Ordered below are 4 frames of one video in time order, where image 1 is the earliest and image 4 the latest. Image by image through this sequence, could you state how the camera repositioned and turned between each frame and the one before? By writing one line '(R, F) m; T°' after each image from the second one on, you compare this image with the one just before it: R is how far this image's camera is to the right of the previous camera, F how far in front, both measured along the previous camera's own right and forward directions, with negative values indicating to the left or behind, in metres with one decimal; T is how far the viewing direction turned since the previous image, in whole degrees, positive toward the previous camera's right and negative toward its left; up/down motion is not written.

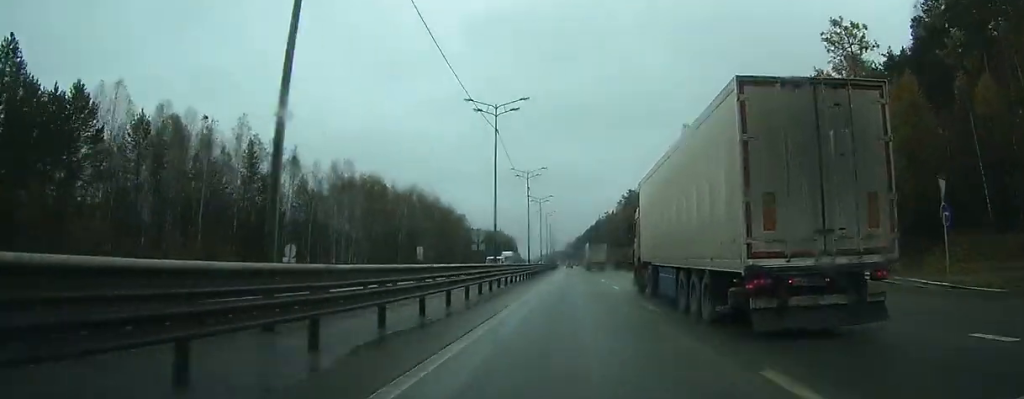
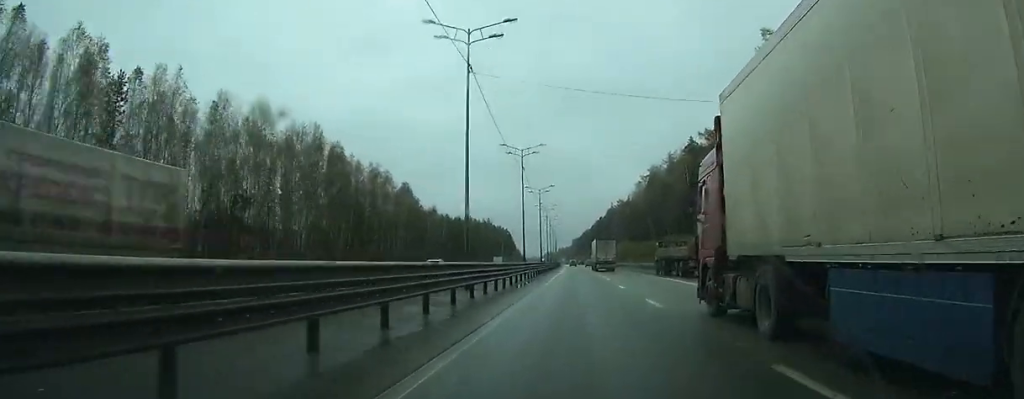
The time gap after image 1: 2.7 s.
(+0.2, +63.2) m; +4°
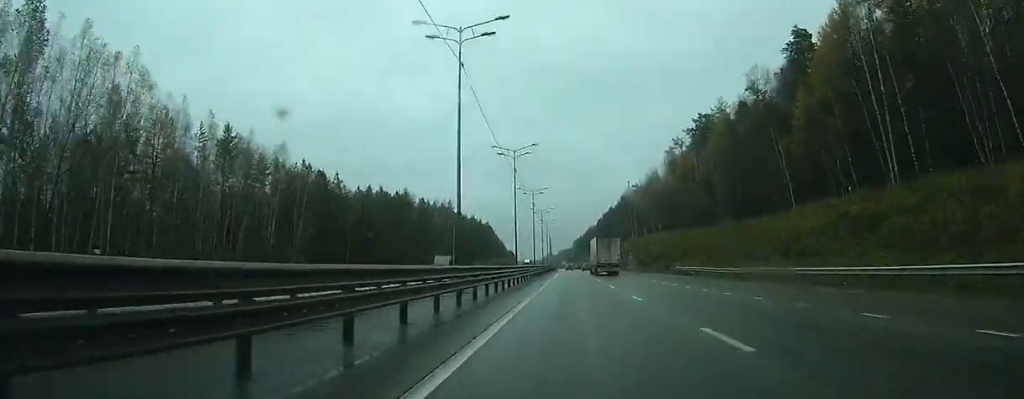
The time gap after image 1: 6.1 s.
(-0.3, +80.5) m; -7°
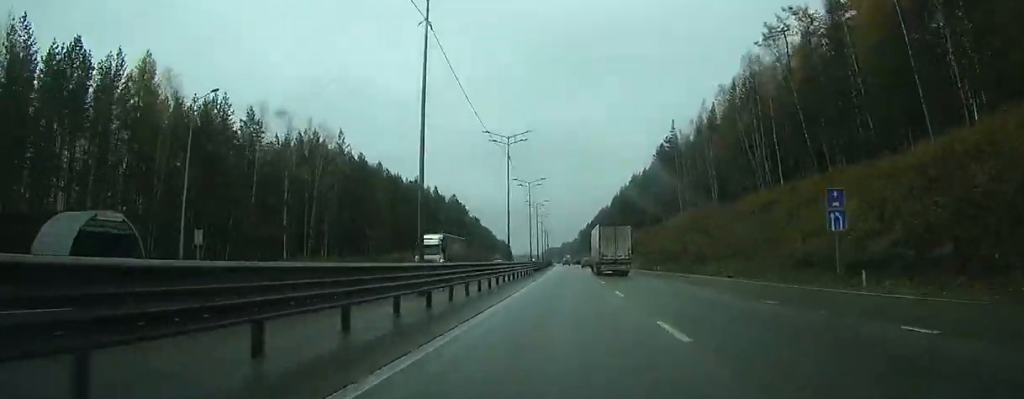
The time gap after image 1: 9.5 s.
(-4.8, +104.6) m; -1°
